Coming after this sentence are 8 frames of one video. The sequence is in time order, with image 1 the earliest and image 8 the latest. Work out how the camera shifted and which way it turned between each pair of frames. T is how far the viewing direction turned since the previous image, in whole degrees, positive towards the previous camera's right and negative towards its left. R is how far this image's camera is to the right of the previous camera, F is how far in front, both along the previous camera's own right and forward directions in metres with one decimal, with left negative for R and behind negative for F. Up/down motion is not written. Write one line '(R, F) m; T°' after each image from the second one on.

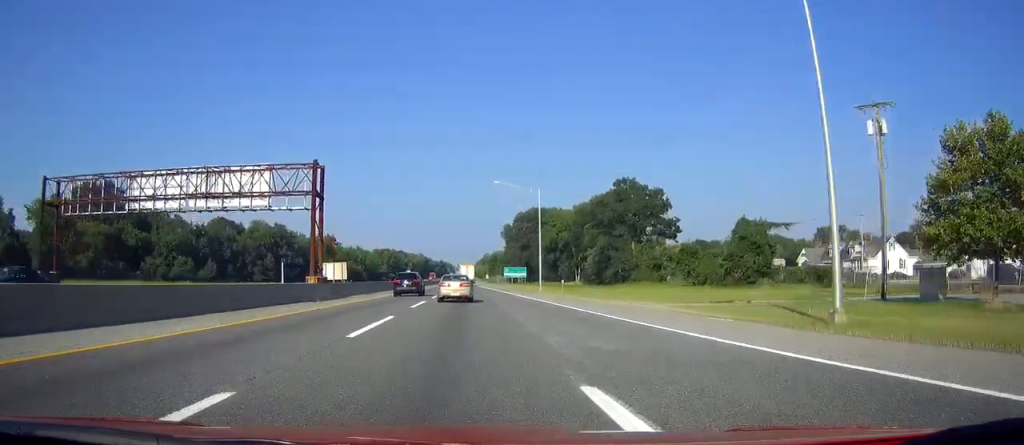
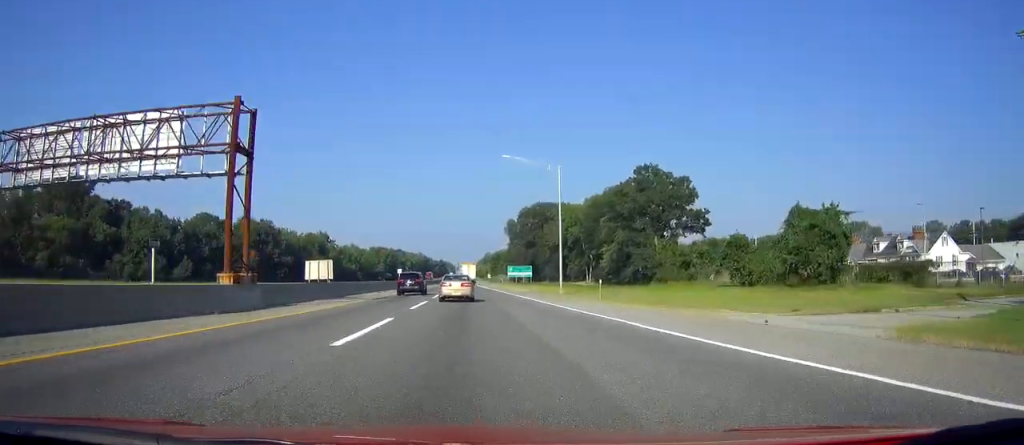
(-0.1, +16.4) m; 0°
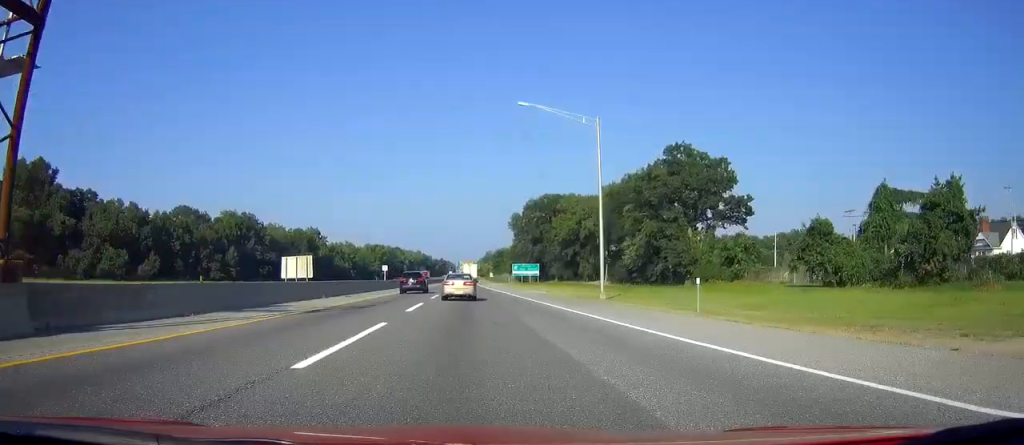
(-0.2, +18.4) m; 0°
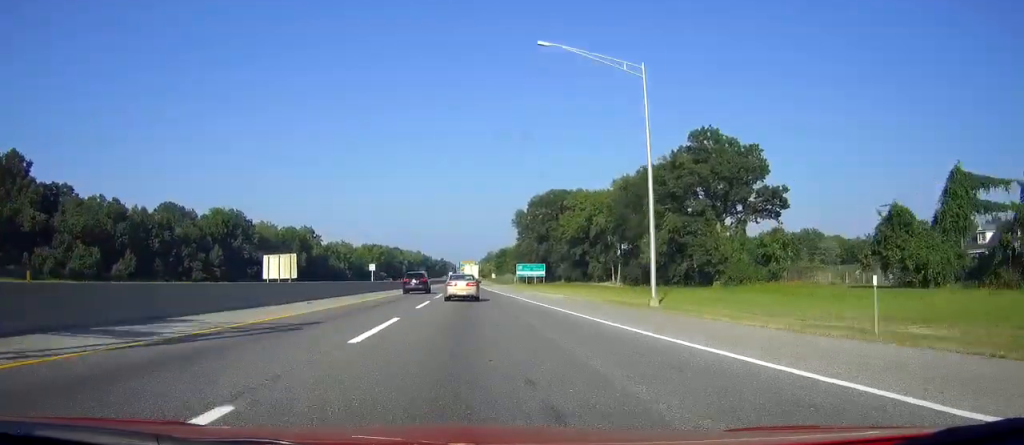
(0.0, +11.6) m; 0°
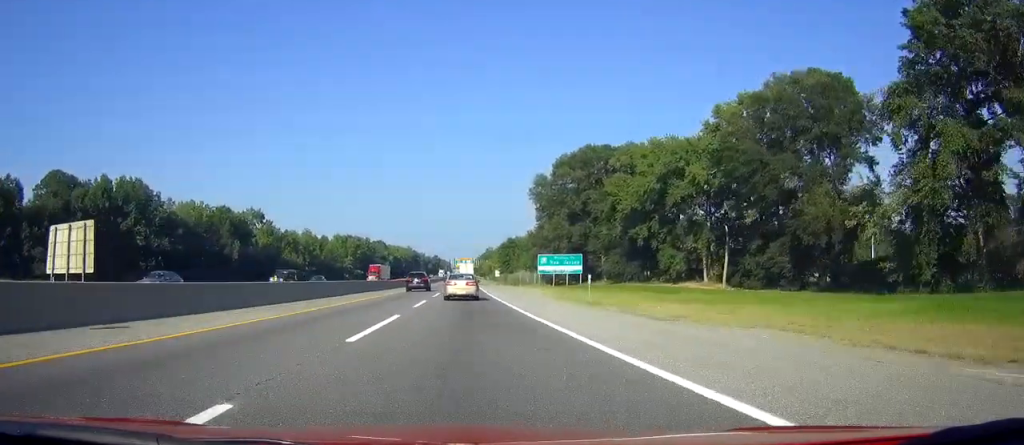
(+0.3, +59.8) m; 0°
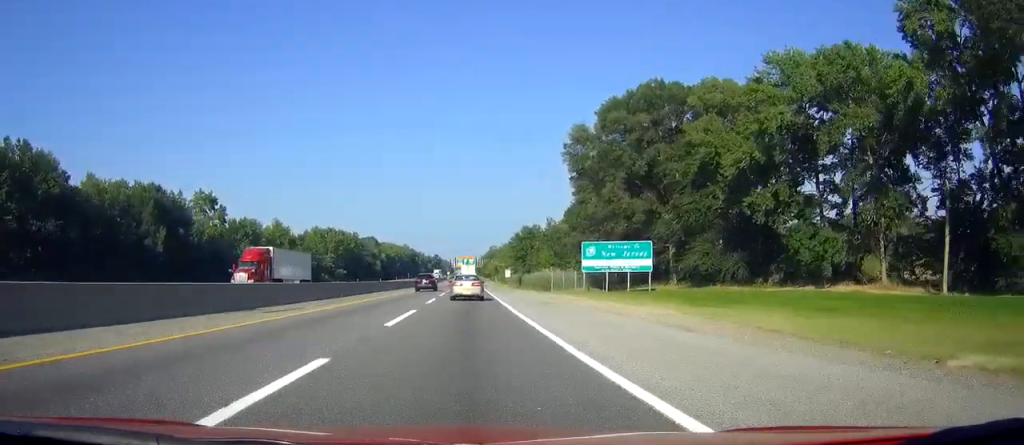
(0.0, +41.4) m; 0°
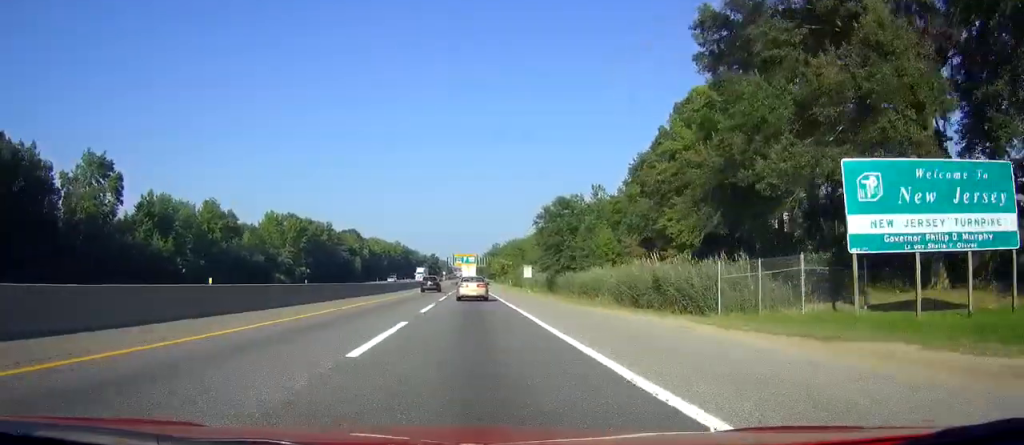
(0.0, +51.9) m; 0°
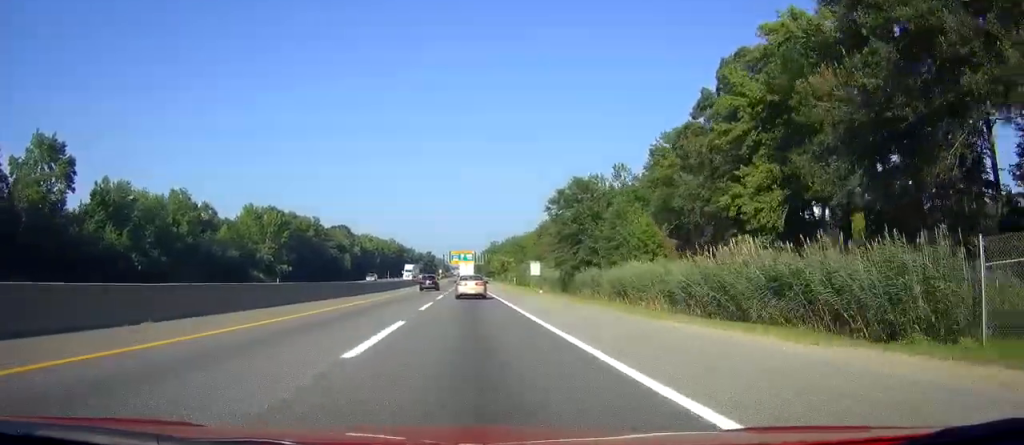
(0.0, +15.4) m; 0°
